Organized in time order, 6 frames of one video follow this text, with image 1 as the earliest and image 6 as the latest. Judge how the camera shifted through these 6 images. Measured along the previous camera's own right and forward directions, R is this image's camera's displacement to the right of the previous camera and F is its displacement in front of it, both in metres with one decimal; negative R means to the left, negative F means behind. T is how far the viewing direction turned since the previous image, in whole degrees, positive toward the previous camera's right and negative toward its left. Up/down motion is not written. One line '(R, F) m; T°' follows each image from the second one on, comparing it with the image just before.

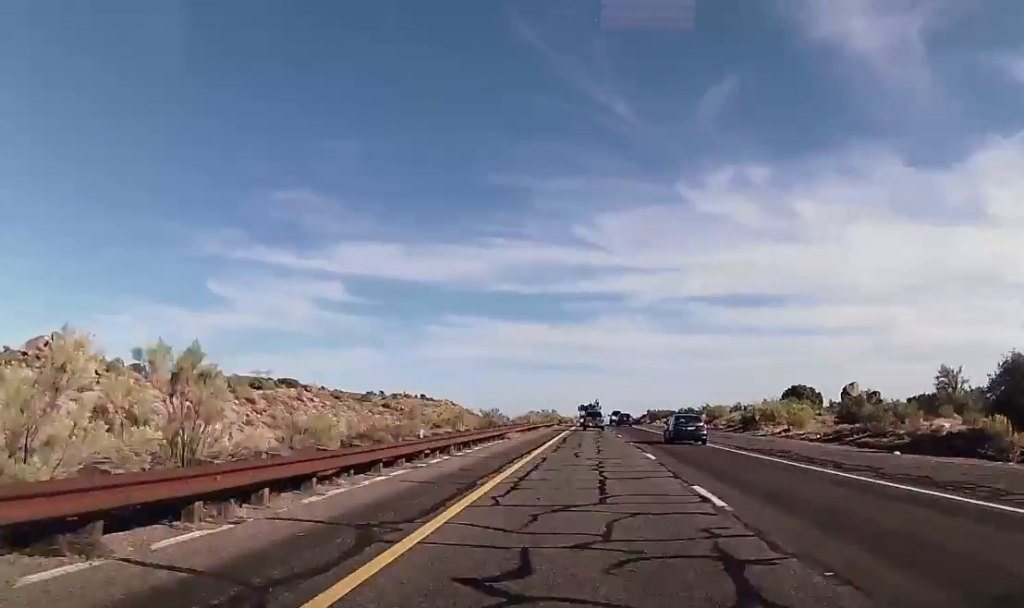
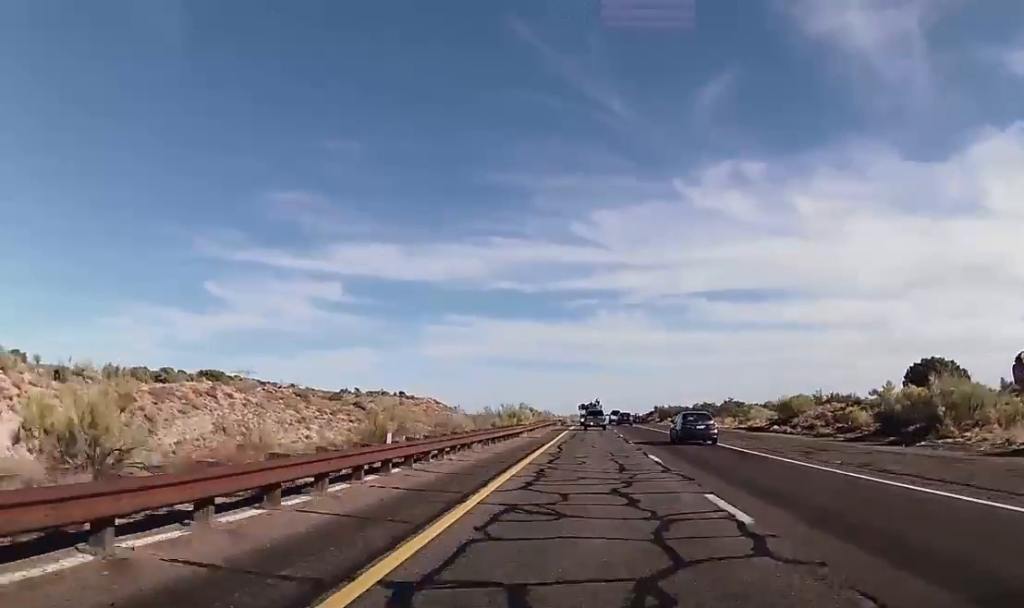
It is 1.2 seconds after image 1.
(-0.1, +37.6) m; 0°
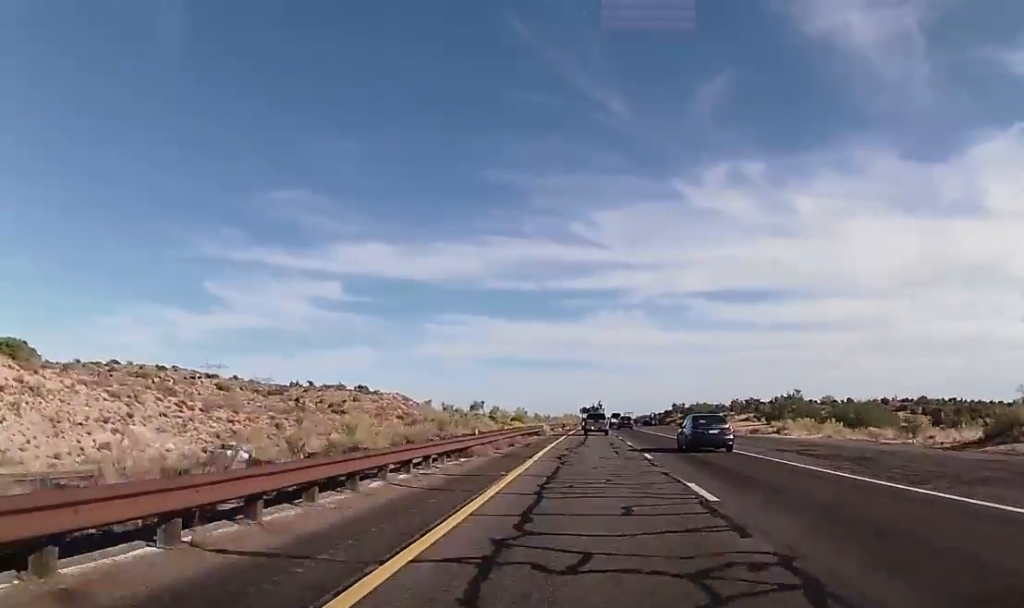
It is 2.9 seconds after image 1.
(+0.3, +57.5) m; 0°
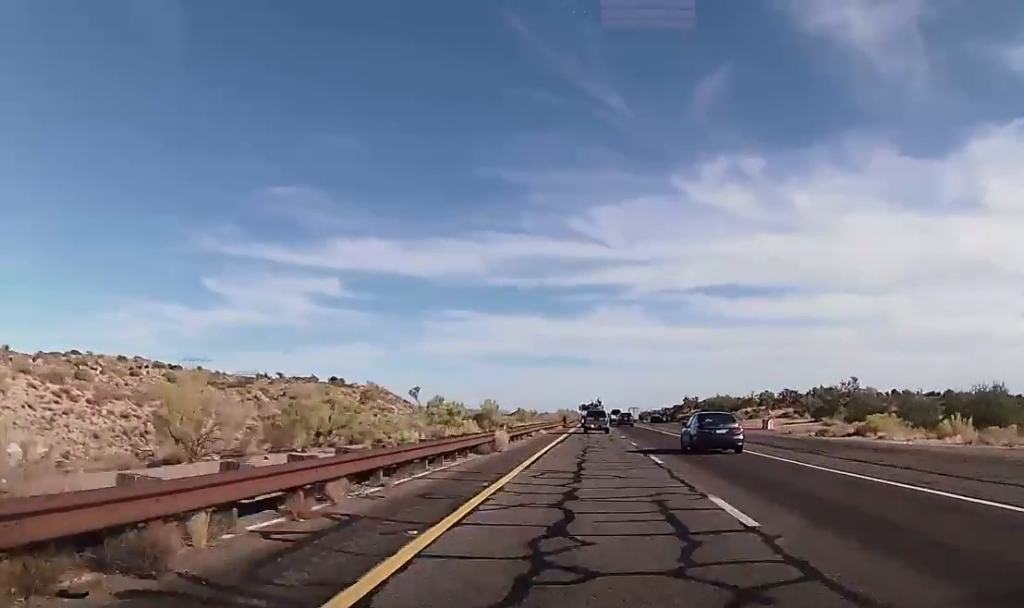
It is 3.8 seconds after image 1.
(-0.2, +27.3) m; 0°
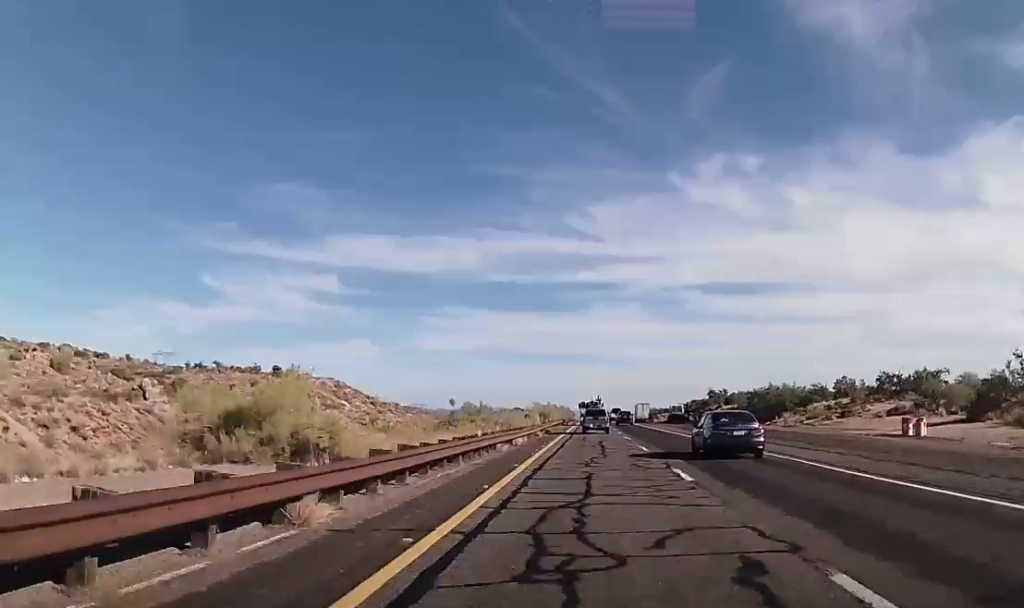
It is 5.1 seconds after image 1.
(+0.4, +42.4) m; +1°
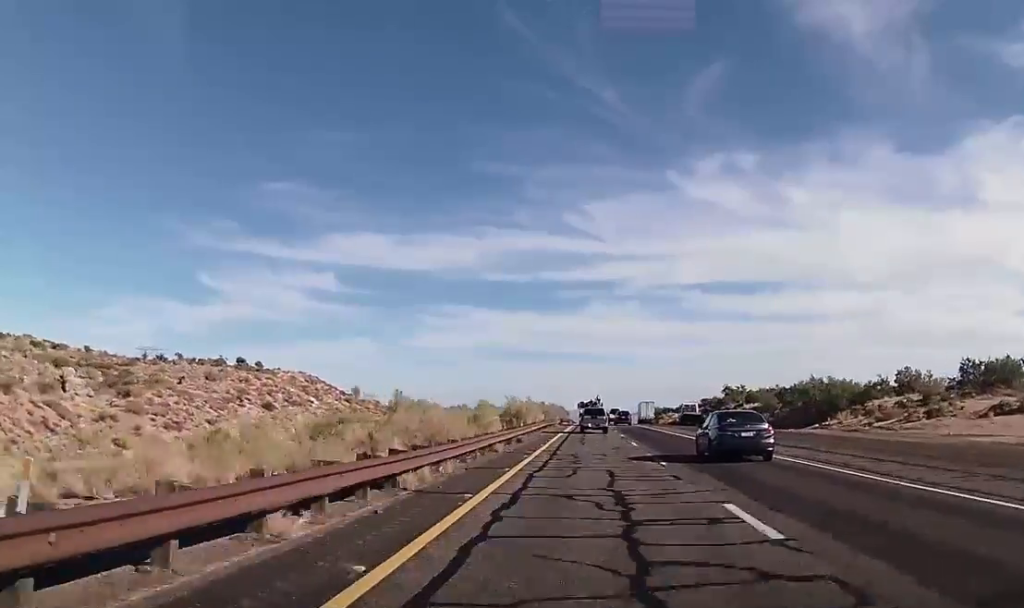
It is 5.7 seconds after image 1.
(+0.1, +19.6) m; 0°
